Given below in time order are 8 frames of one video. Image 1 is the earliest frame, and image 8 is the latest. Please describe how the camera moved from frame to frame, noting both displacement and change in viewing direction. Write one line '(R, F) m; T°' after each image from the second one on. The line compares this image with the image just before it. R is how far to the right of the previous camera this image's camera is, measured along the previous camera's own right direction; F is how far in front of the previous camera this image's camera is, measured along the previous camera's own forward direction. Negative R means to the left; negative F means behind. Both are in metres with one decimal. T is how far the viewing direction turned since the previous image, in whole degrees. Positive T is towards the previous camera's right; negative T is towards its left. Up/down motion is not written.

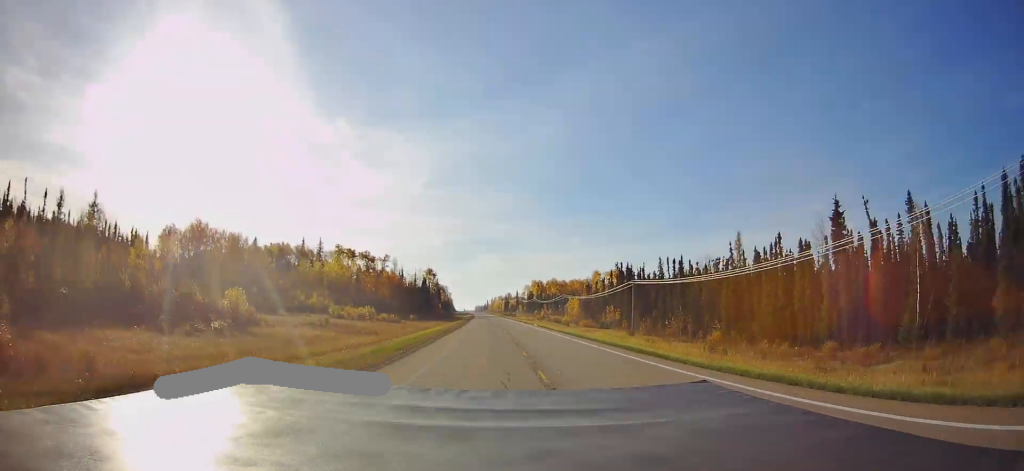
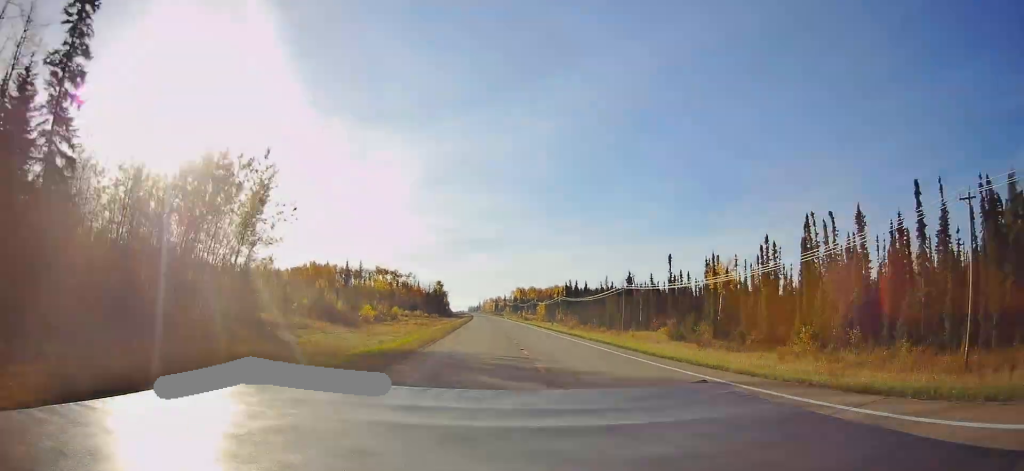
(+1.4, +91.4) m; +1°
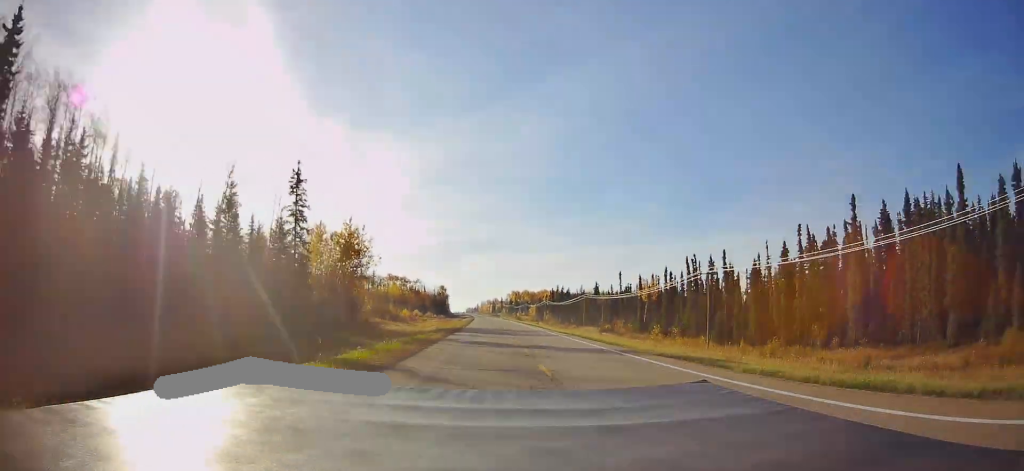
(-0.4, +43.0) m; 0°
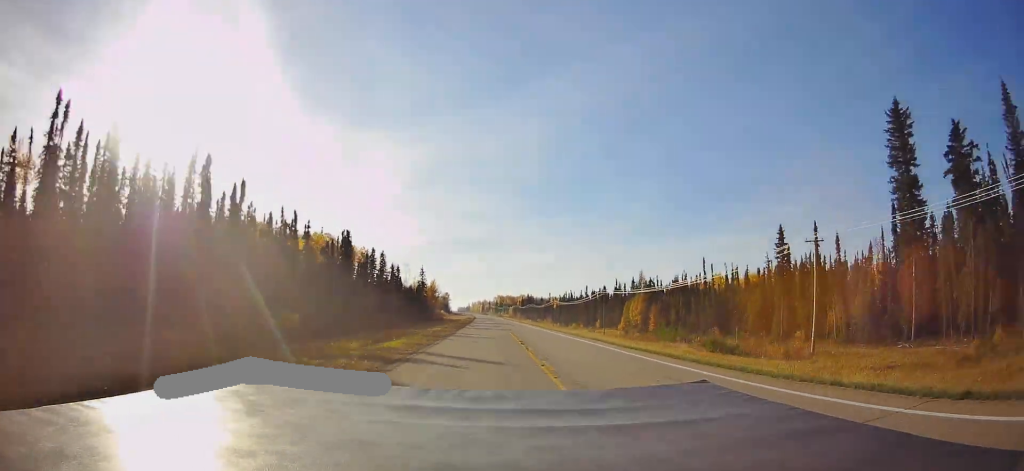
(+1.8, +146.3) m; +1°
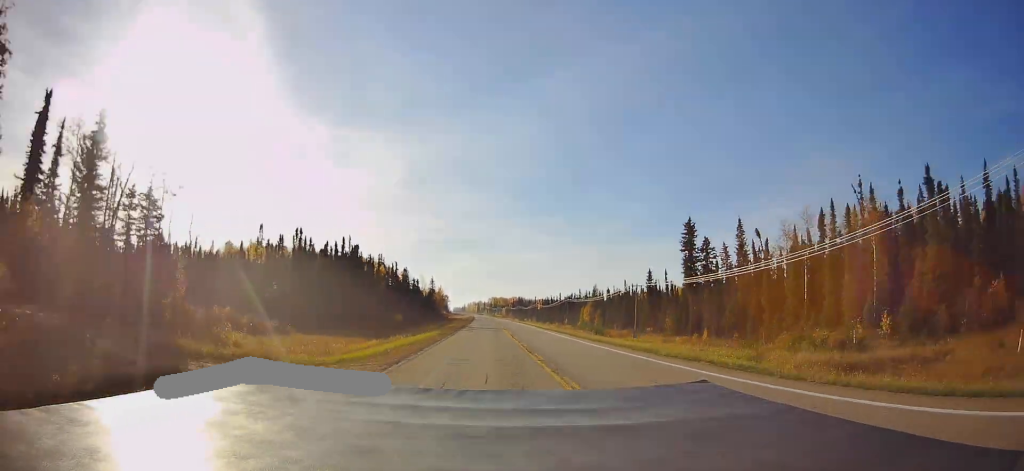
(-0.2, +57.5) m; 0°
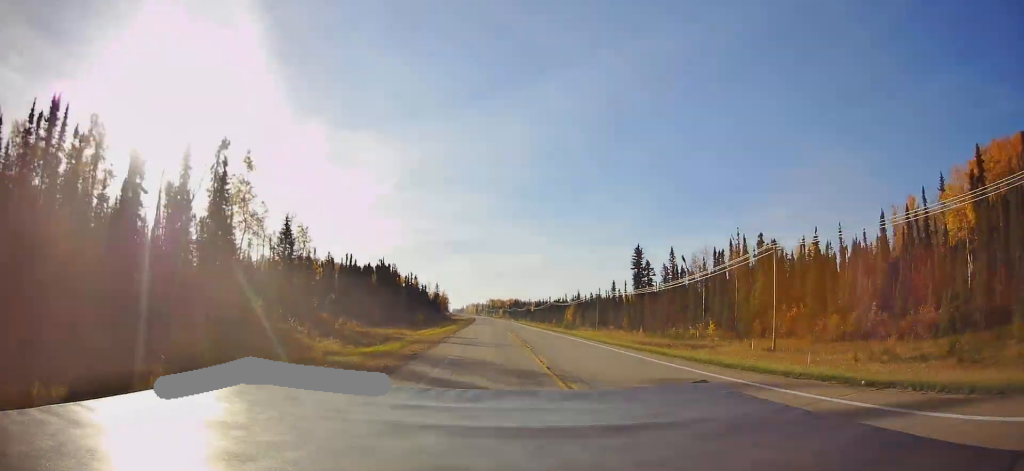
(+0.2, +34.5) m; 0°
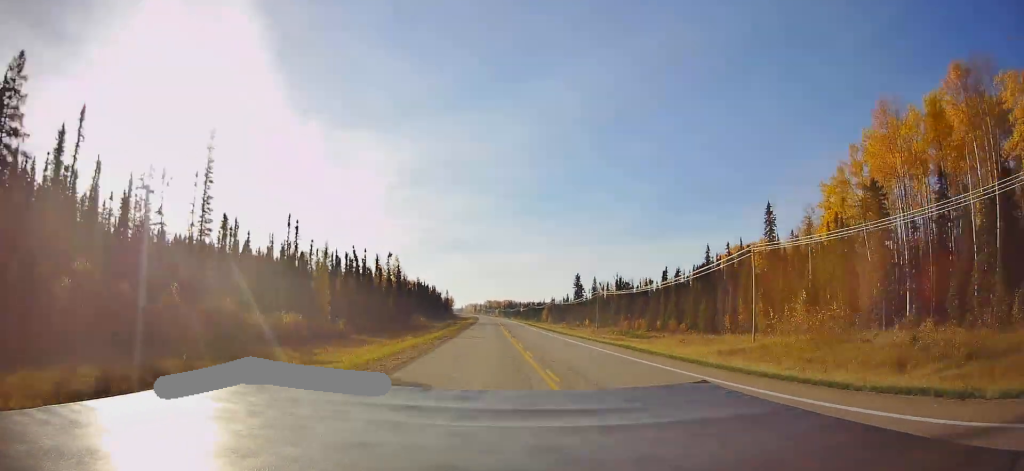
(+0.6, +89.2) m; 0°
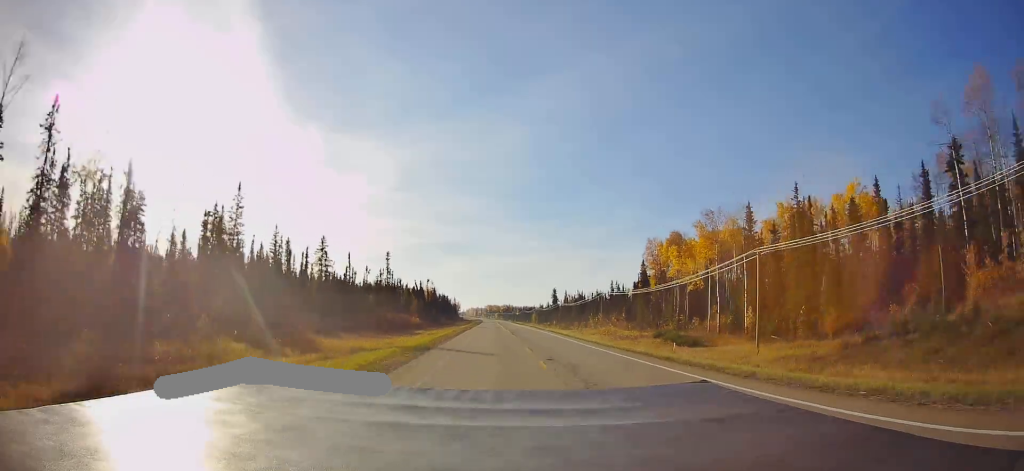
(-0.1, +83.9) m; 0°
